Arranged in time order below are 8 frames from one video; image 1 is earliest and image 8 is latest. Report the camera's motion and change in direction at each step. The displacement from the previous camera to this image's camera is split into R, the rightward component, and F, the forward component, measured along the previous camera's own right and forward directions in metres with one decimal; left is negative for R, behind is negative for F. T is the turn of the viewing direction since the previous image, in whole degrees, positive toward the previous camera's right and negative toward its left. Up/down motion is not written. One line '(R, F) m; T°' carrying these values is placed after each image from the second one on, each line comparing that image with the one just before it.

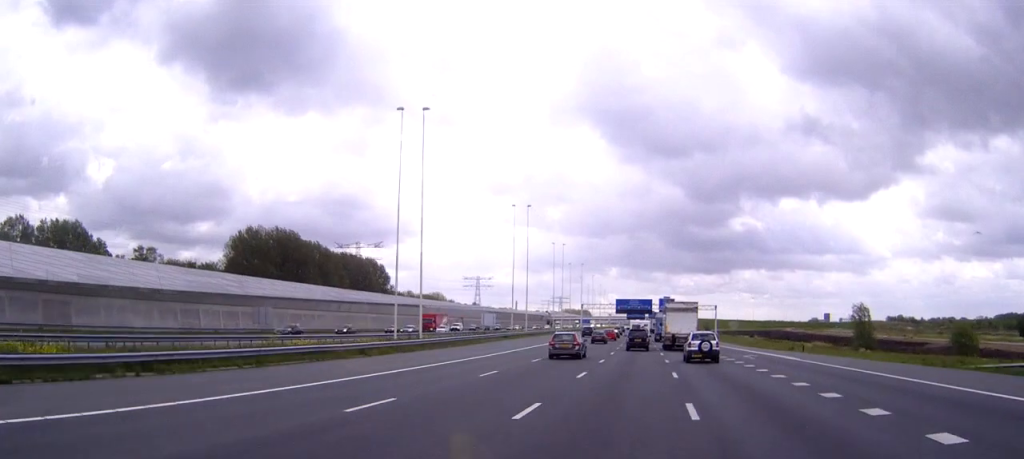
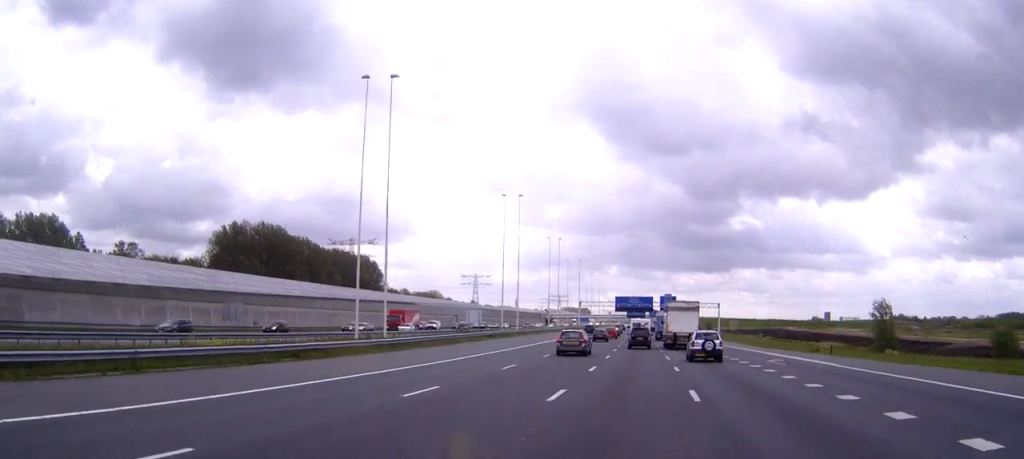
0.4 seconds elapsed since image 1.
(0.0, +8.8) m; 0°
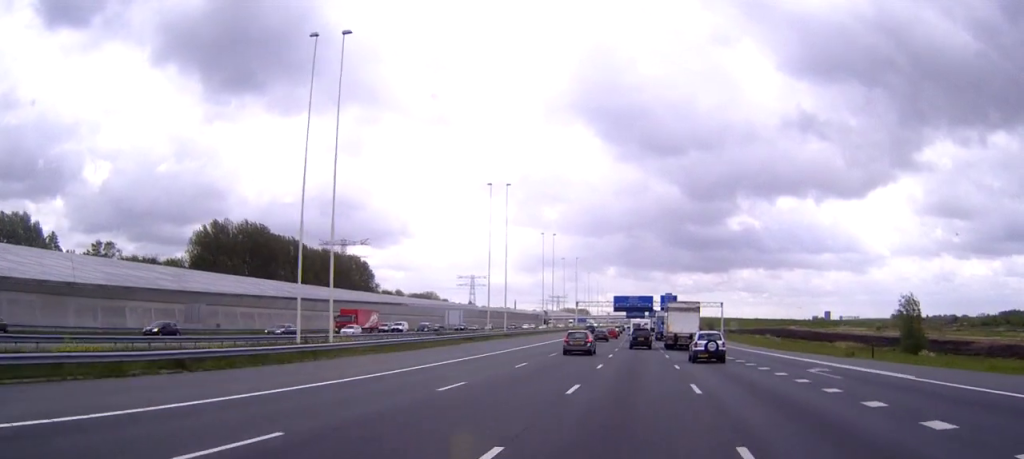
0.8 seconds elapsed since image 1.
(0.0, +9.6) m; 0°
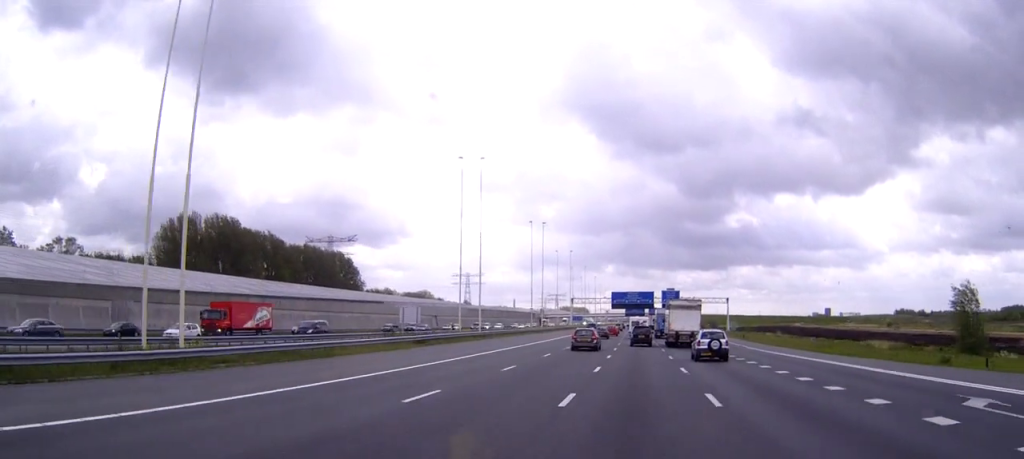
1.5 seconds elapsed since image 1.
(0.0, +15.5) m; 0°
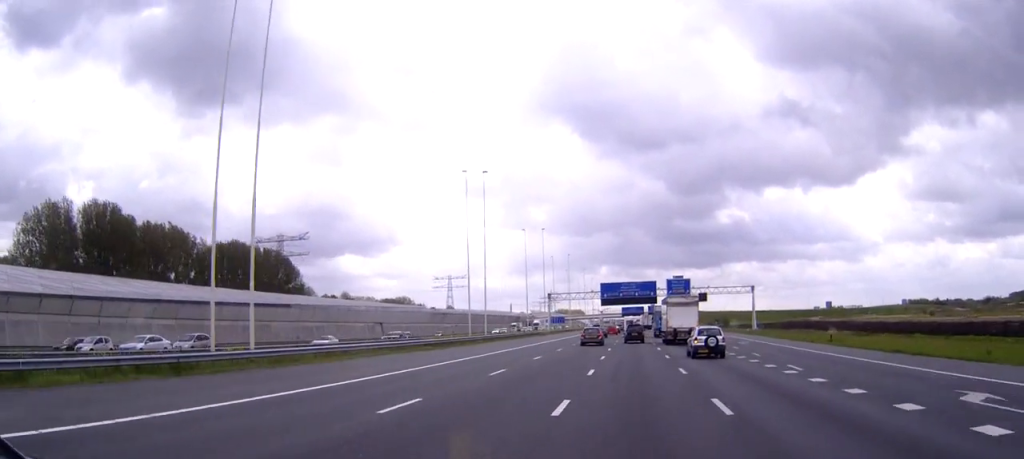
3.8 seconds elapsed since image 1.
(0.0, +49.7) m; 0°
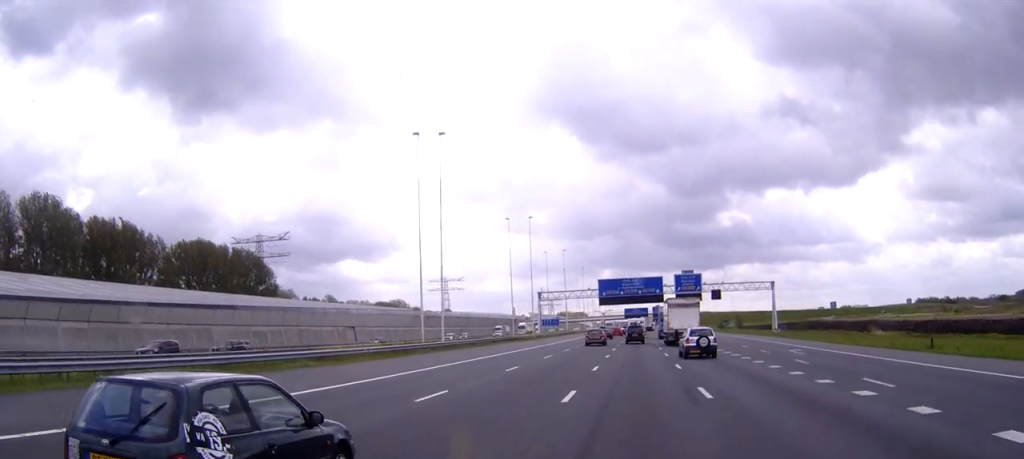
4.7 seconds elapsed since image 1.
(0.0, +20.8) m; 0°
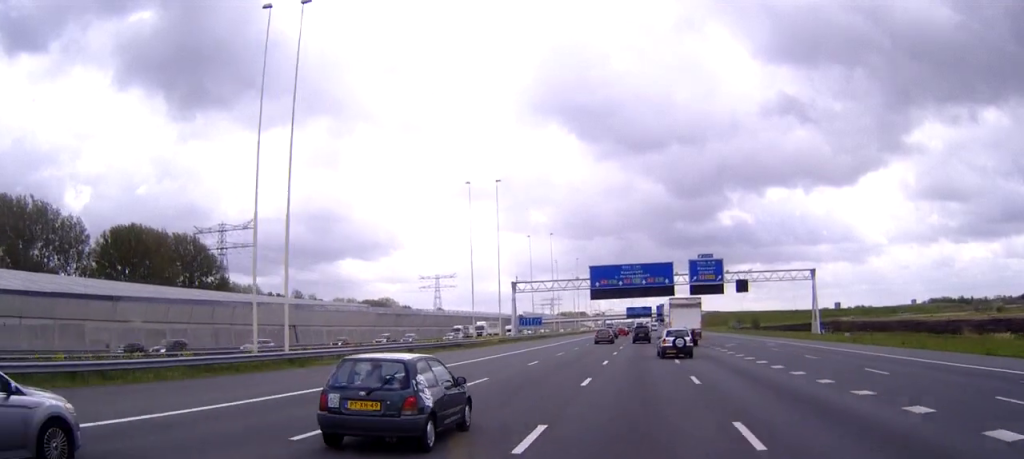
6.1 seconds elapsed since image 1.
(-0.1, +31.2) m; 0°
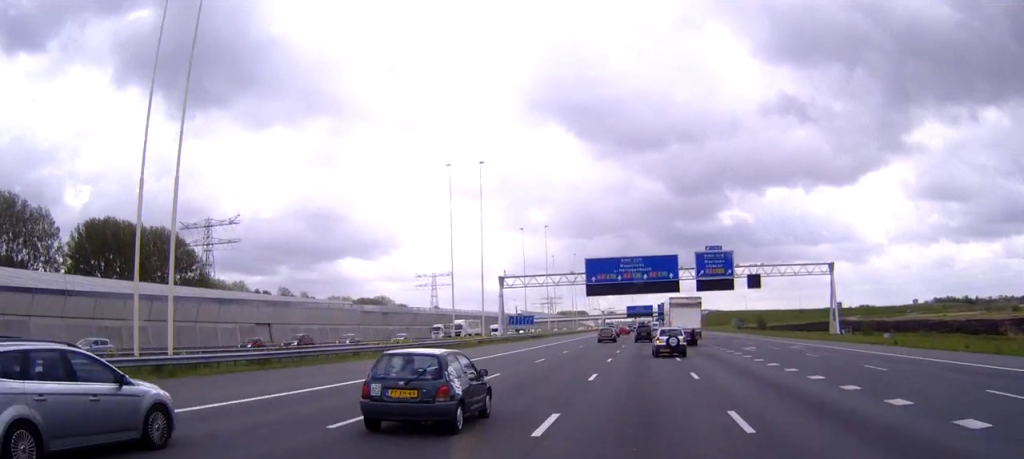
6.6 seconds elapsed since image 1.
(0.0, +10.4) m; 0°
